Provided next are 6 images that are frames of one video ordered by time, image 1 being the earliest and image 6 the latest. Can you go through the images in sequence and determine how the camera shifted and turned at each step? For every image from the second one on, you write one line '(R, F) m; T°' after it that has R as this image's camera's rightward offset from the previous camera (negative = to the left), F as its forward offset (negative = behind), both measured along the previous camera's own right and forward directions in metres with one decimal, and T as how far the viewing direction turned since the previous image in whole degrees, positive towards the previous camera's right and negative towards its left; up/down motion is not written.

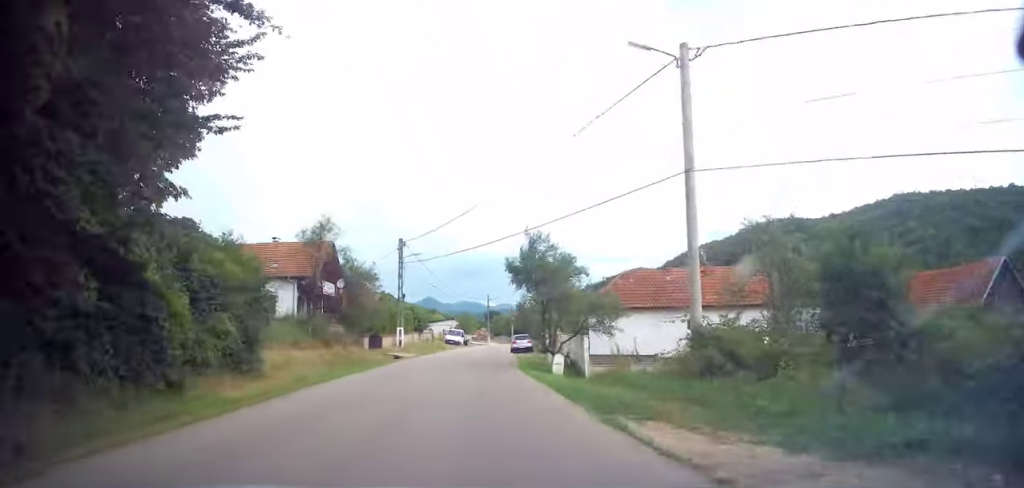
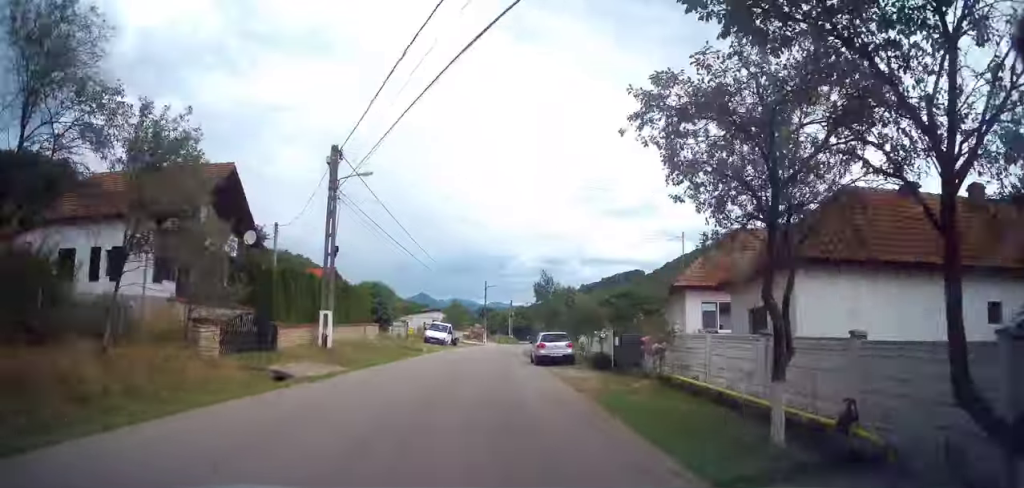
(+0.4, +20.7) m; +2°
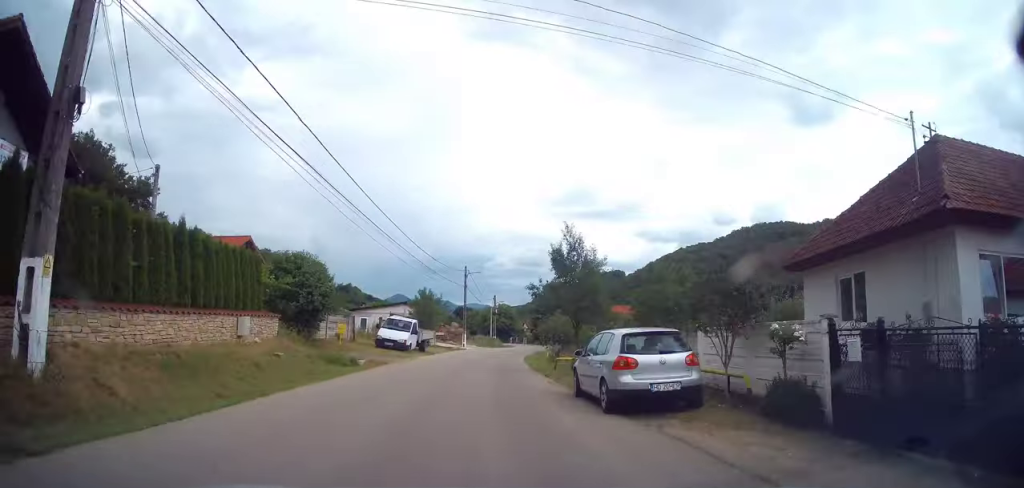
(+0.2, +14.8) m; +2°
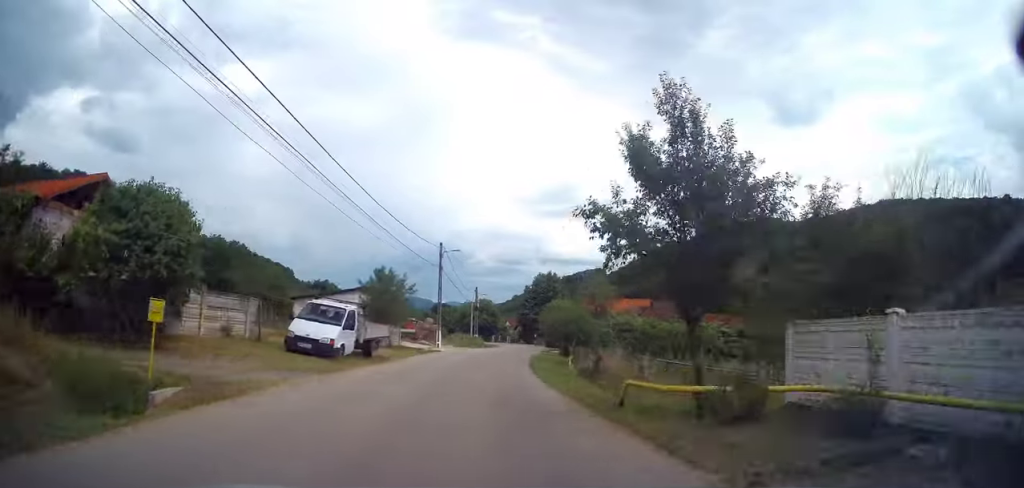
(+0.2, +12.3) m; +2°
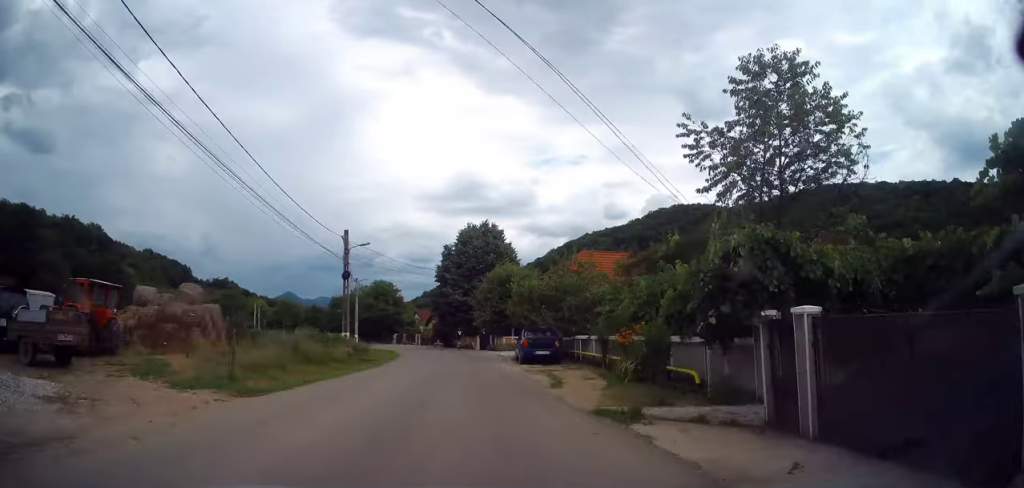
(+2.7, +39.5) m; +8°
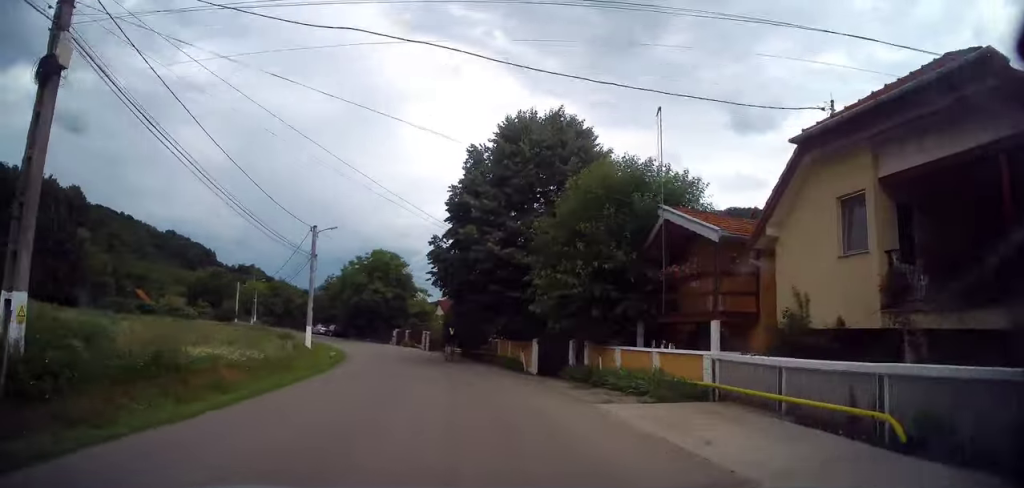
(+0.6, +28.8) m; -4°
